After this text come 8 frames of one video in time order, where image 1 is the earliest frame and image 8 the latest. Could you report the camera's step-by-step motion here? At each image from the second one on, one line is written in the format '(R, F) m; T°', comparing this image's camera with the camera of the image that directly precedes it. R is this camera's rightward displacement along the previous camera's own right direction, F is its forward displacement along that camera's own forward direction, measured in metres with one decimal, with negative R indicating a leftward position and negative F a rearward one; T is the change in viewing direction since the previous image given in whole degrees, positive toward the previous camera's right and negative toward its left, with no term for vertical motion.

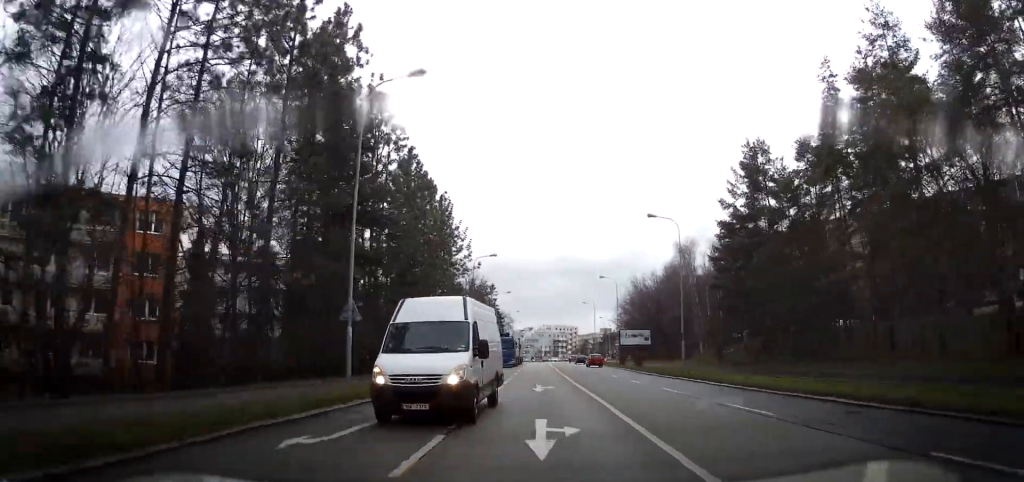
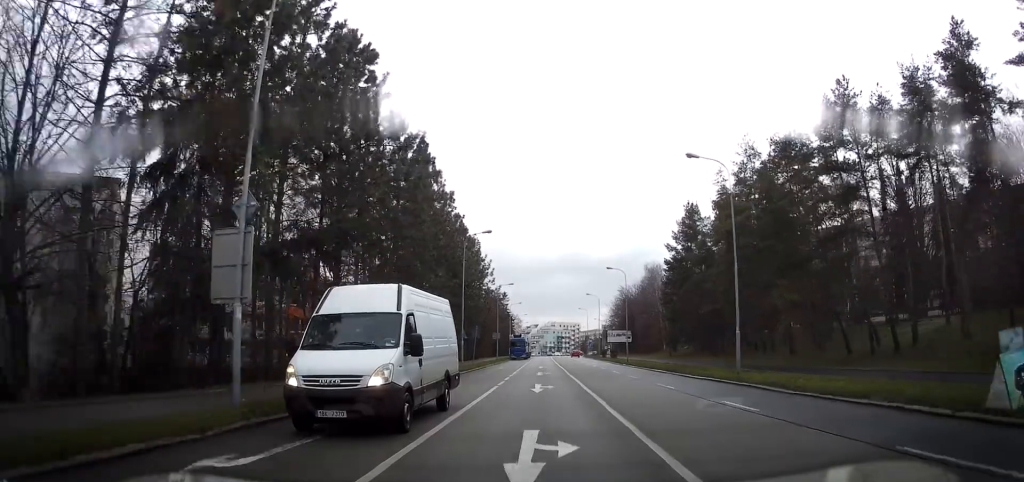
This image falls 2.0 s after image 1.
(-0.5, +27.5) m; -1°
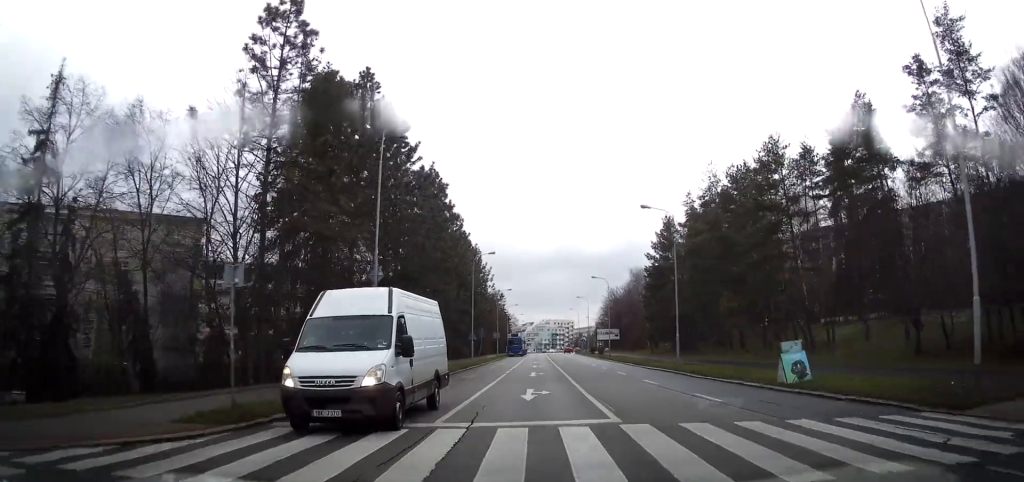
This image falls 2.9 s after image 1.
(0.0, +11.7) m; 0°
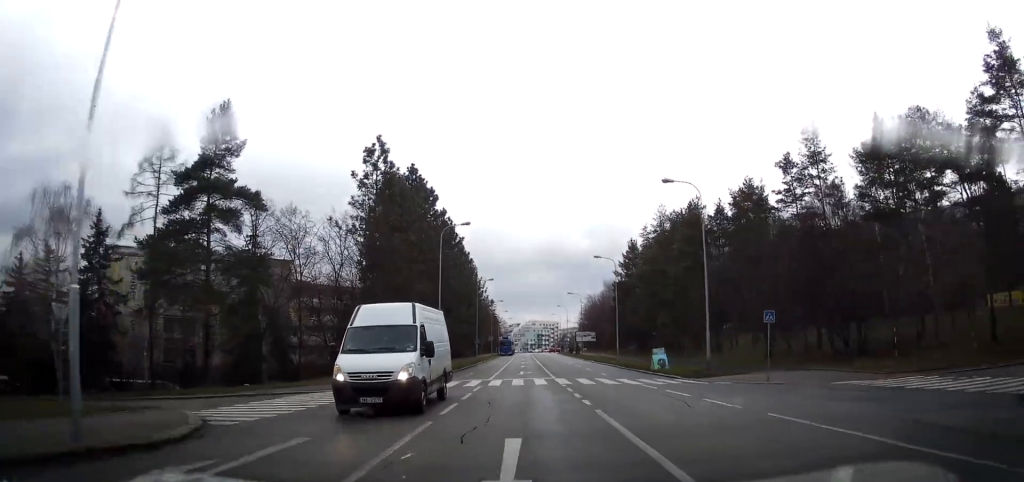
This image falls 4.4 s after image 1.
(+0.1, +20.3) m; +1°
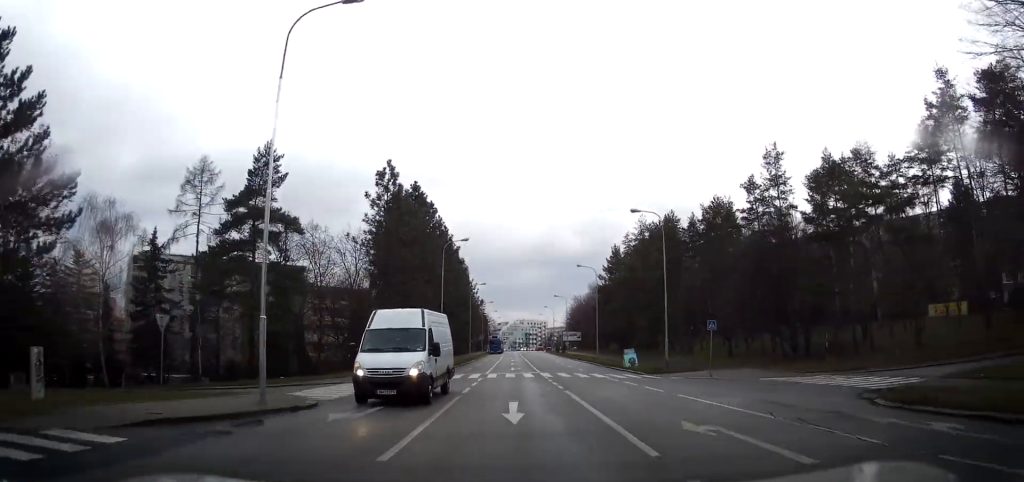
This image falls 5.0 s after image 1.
(0.0, +7.0) m; +1°
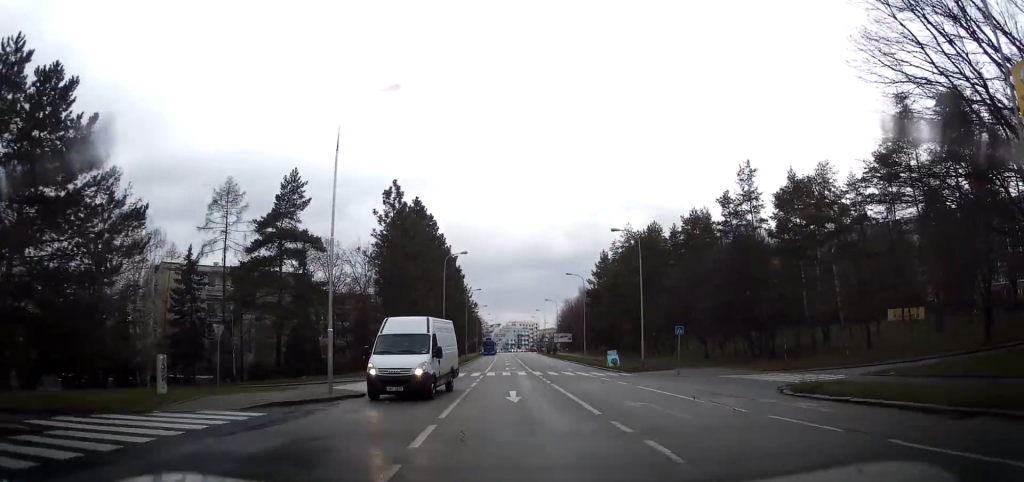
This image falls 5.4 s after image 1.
(0.0, +5.6) m; +1°
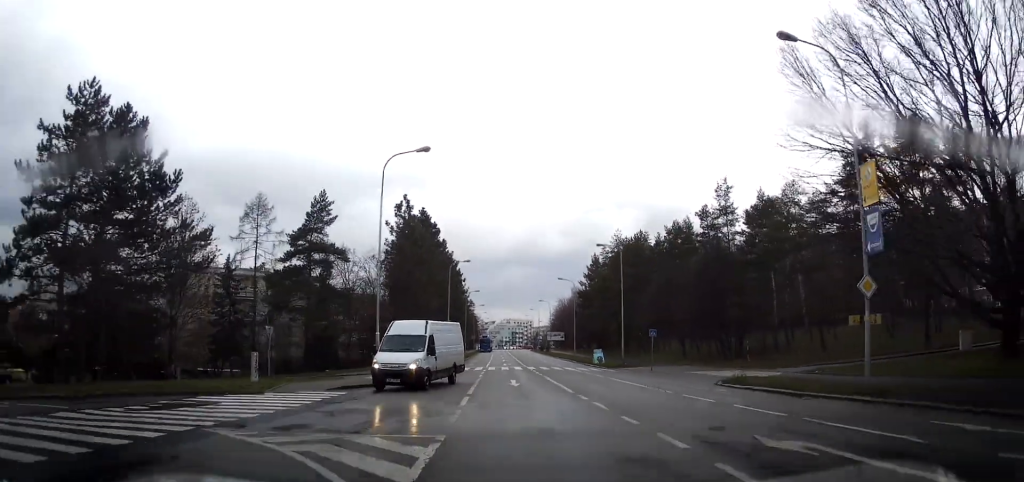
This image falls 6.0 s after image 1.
(+0.1, +7.3) m; +1°
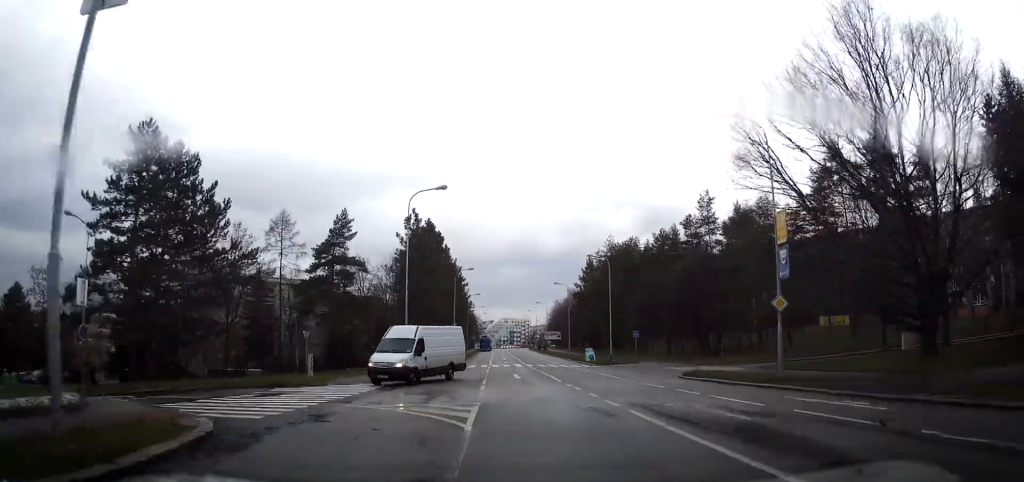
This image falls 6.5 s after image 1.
(+0.2, +6.5) m; 0°
